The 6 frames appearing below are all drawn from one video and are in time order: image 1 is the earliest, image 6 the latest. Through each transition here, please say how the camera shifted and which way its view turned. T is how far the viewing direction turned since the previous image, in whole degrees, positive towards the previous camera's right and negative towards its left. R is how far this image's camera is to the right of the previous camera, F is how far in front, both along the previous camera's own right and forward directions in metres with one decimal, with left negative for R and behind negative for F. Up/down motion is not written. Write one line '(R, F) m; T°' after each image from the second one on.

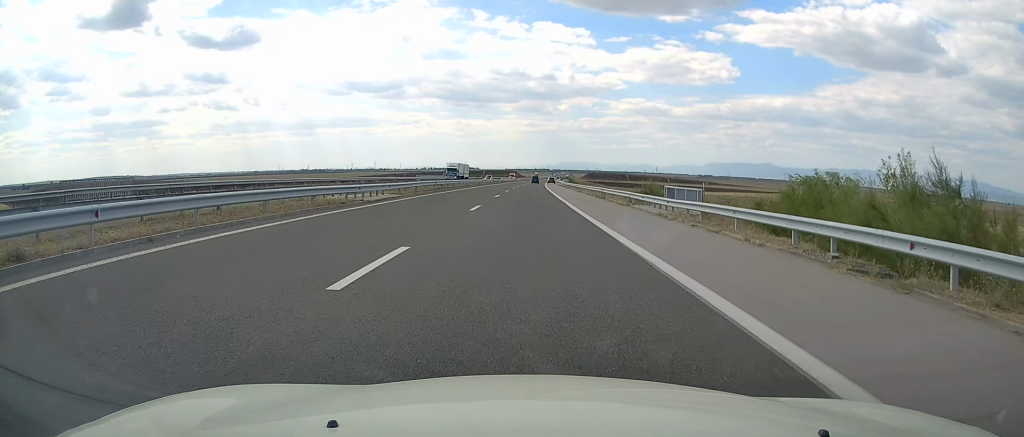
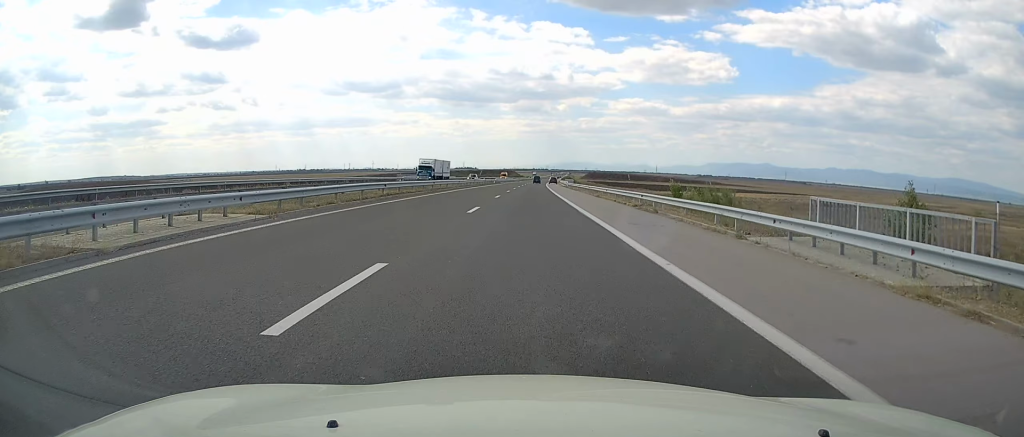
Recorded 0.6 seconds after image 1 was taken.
(-0.3, +17.9) m; 0°
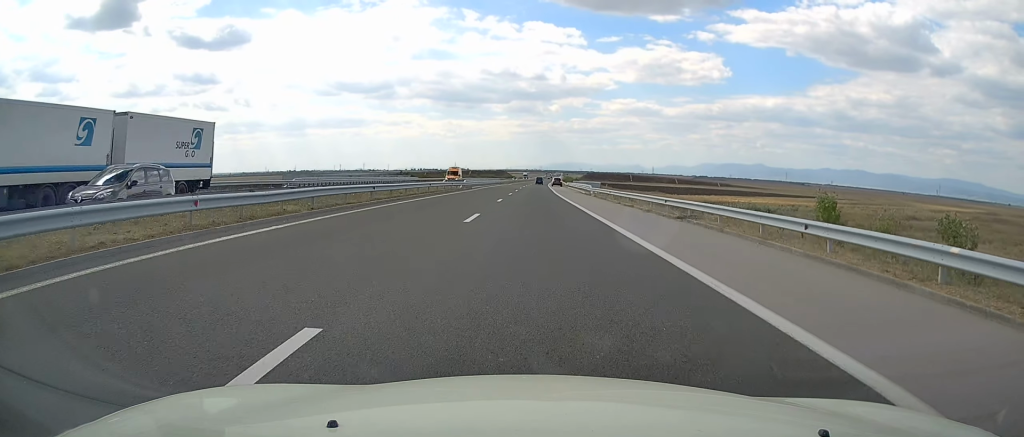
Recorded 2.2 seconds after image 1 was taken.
(+0.7, +51.6) m; +1°
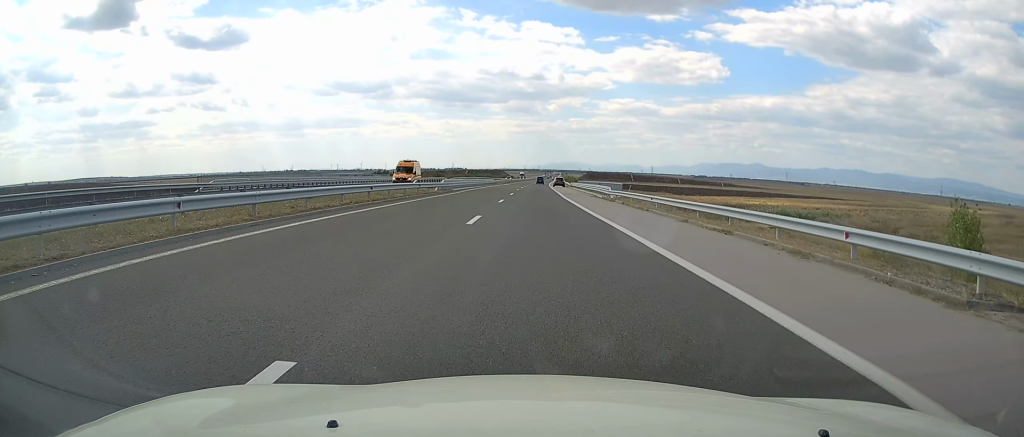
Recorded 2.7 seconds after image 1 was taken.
(0.0, +16.8) m; 0°
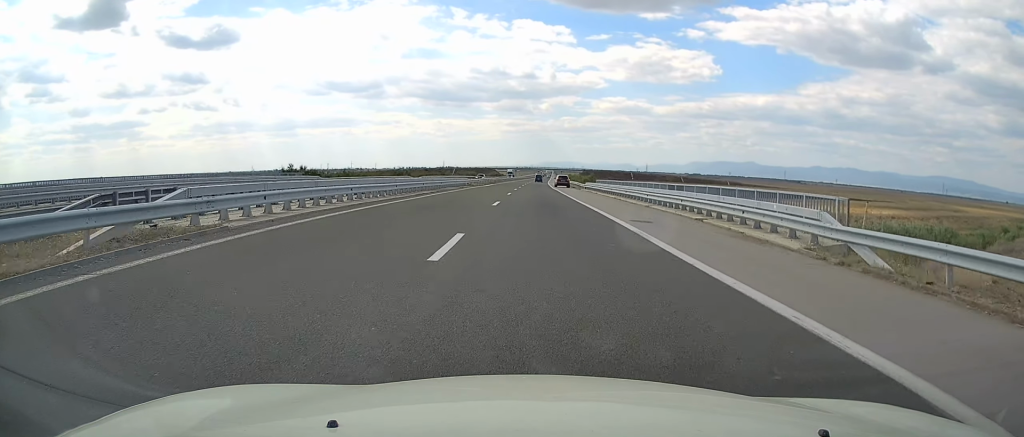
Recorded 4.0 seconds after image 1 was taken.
(+0.2, +38.9) m; +1°
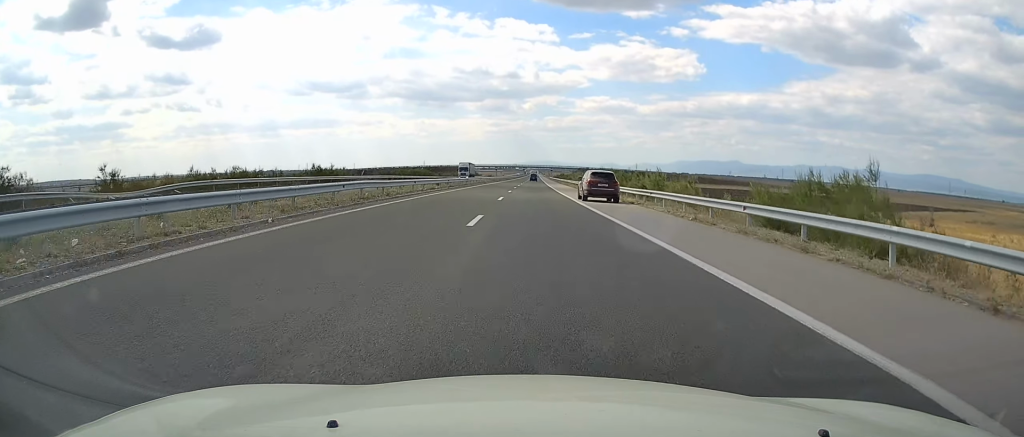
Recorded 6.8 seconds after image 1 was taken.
(+1.3, +89.5) m; +2°
